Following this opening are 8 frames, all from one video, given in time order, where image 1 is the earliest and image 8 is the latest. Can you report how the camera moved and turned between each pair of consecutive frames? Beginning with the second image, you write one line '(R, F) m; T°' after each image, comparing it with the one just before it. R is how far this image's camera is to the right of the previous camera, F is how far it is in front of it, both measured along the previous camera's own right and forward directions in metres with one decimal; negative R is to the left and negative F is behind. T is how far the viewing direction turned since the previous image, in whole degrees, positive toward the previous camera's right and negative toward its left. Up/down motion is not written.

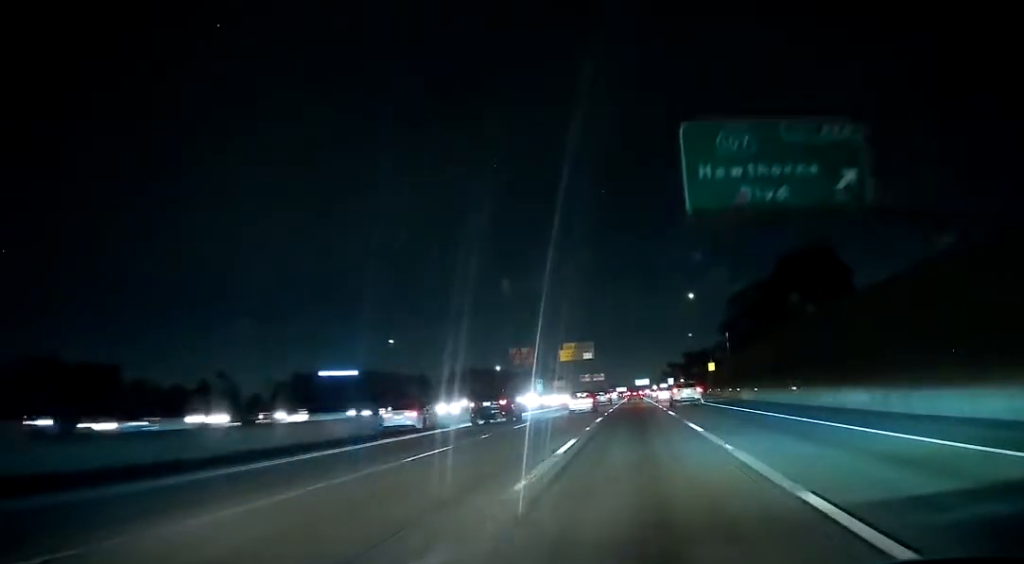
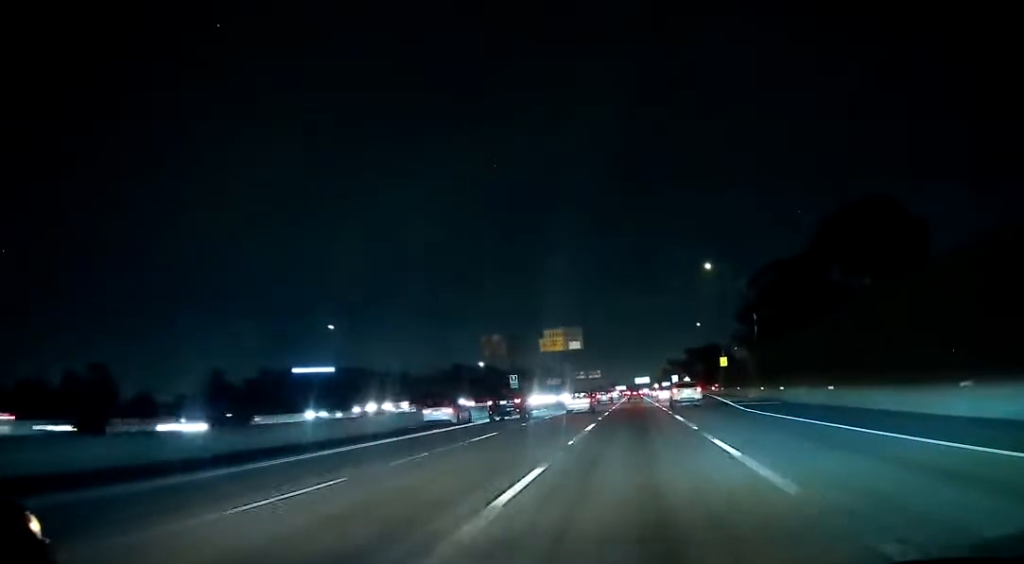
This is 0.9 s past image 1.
(+0.1, +21.9) m; 0°
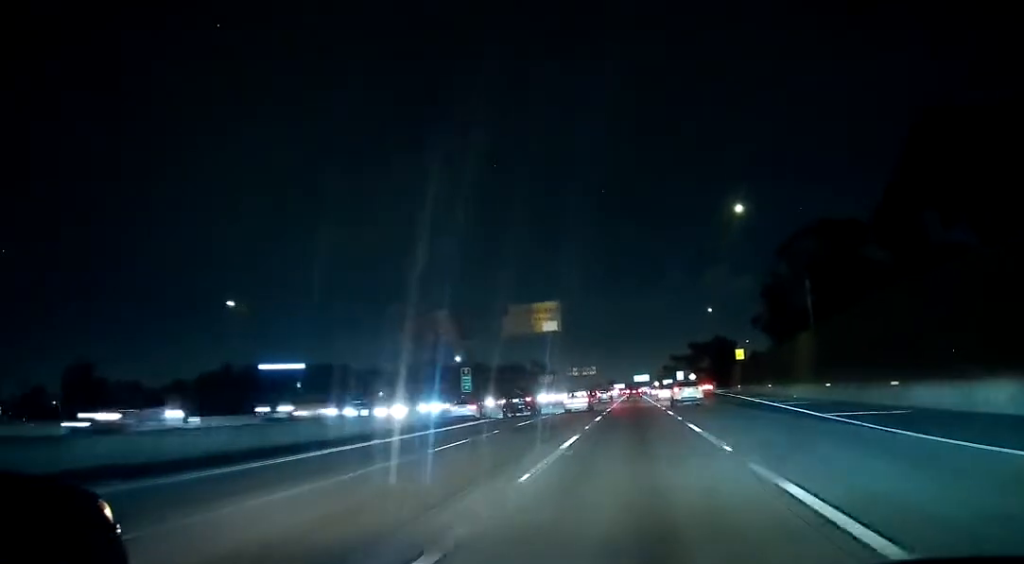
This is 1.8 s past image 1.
(0.0, +23.1) m; 0°
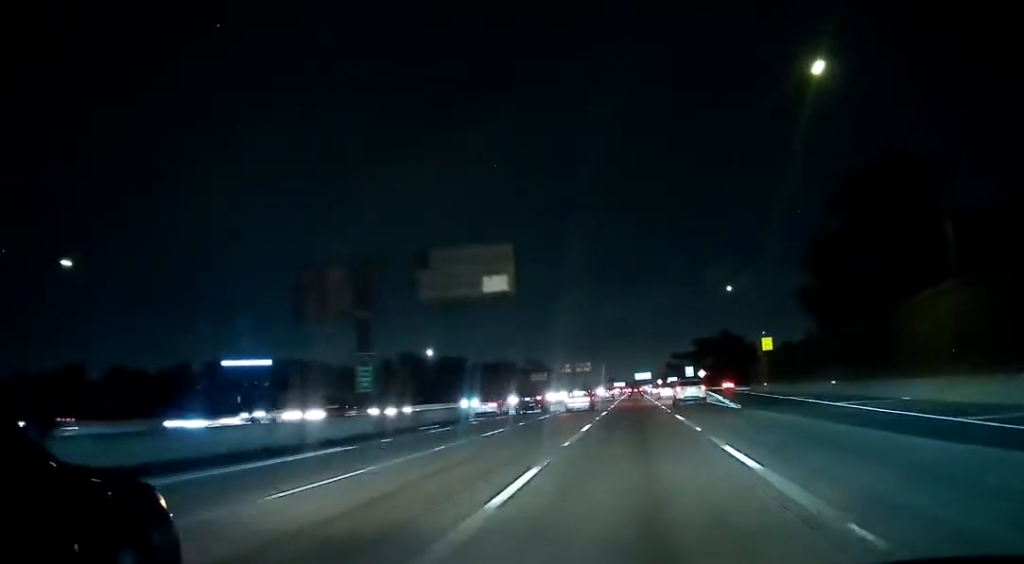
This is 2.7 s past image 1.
(0.0, +23.4) m; 0°
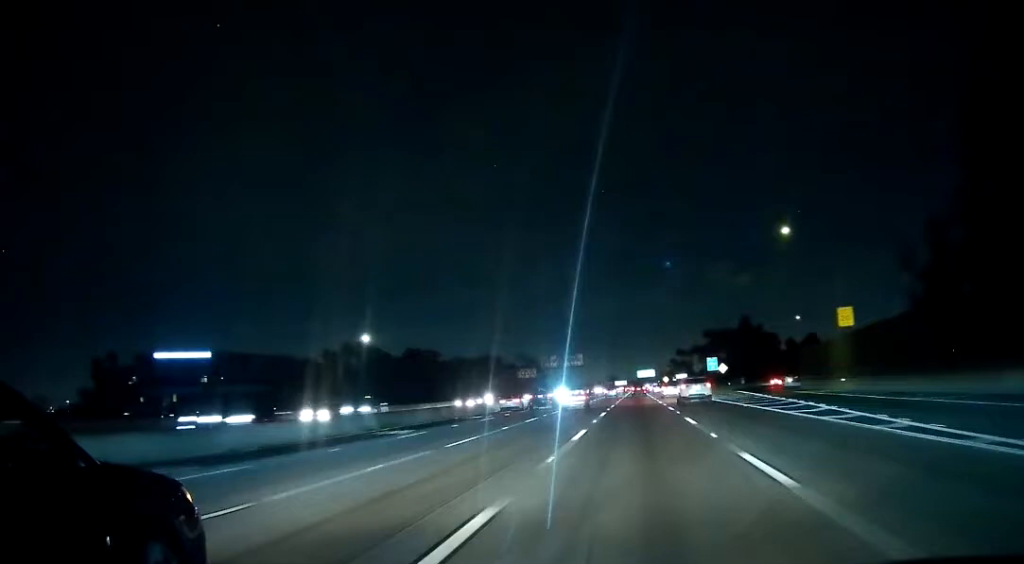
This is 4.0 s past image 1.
(+0.1, +34.1) m; 0°
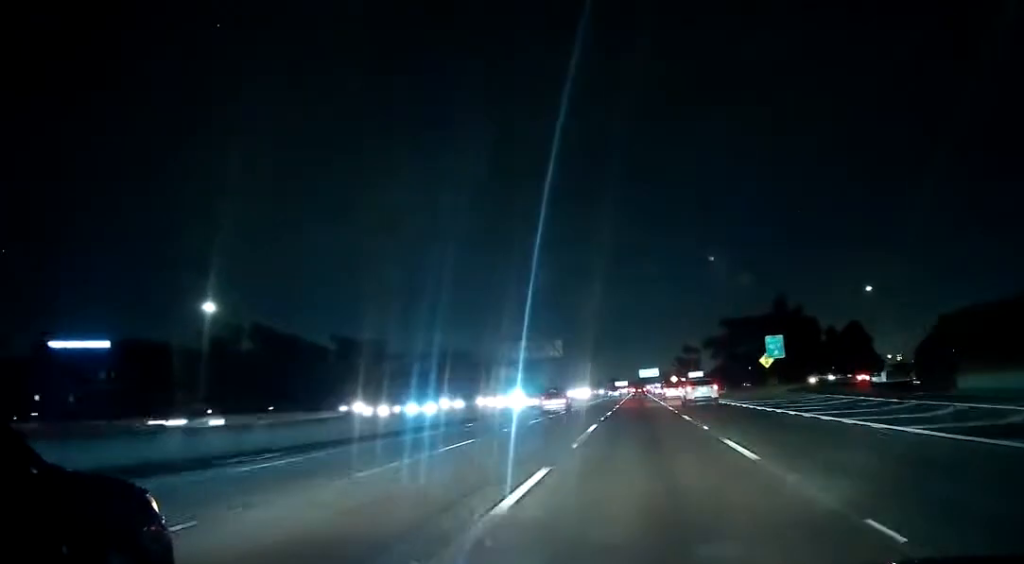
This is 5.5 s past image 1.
(-0.2, +40.9) m; -1°
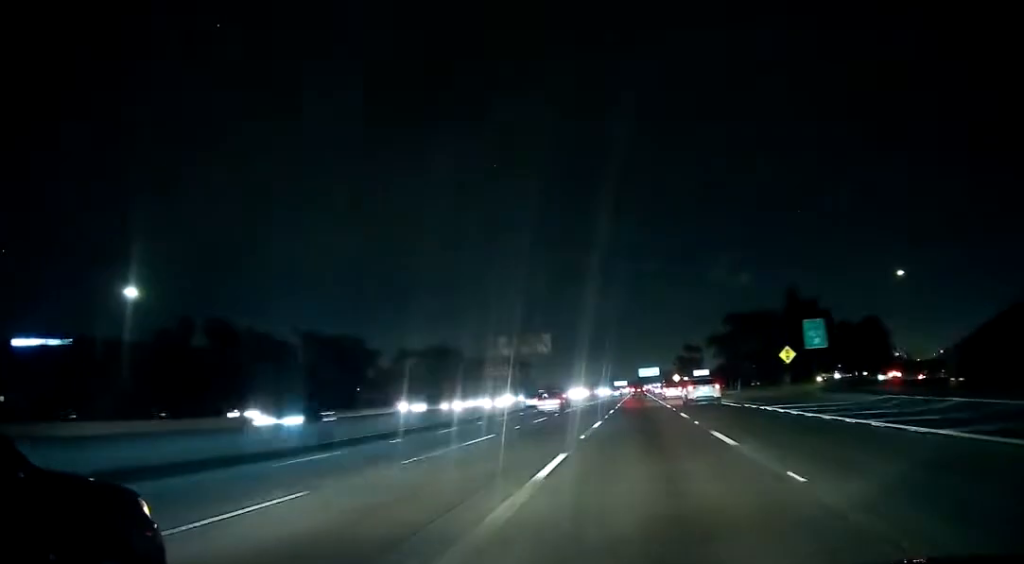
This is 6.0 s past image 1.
(-0.1, +12.6) m; 0°
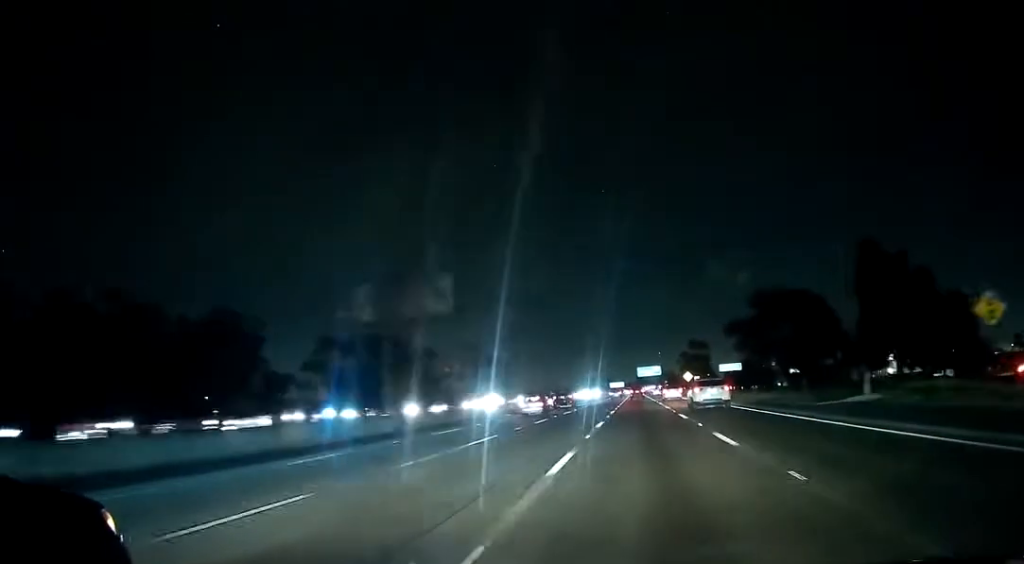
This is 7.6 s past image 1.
(-0.1, +44.0) m; 0°
